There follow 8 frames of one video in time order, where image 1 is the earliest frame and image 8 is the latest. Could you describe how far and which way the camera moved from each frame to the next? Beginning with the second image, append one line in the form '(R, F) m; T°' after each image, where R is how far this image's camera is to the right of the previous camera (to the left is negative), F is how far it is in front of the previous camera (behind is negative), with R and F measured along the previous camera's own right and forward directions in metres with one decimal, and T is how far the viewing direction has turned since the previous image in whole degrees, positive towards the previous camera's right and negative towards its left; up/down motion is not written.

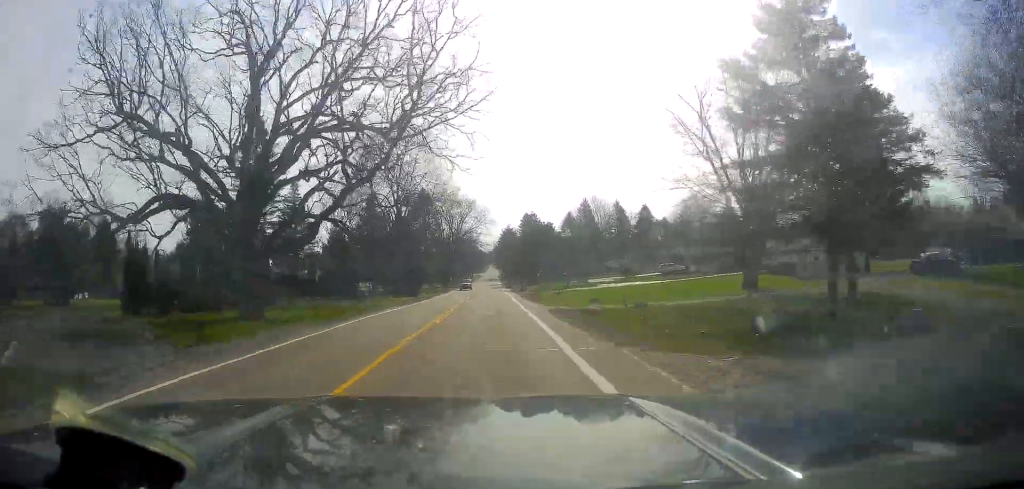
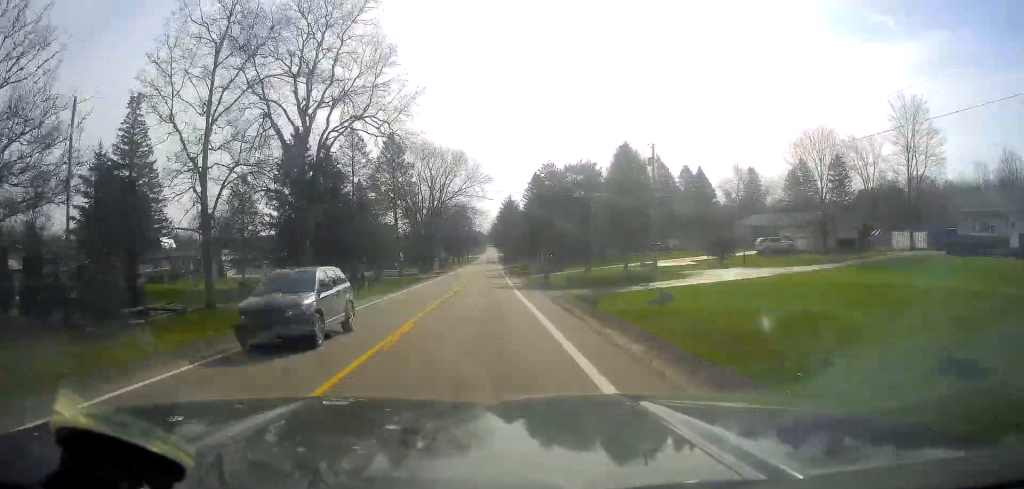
(0.0, +37.3) m; 0°
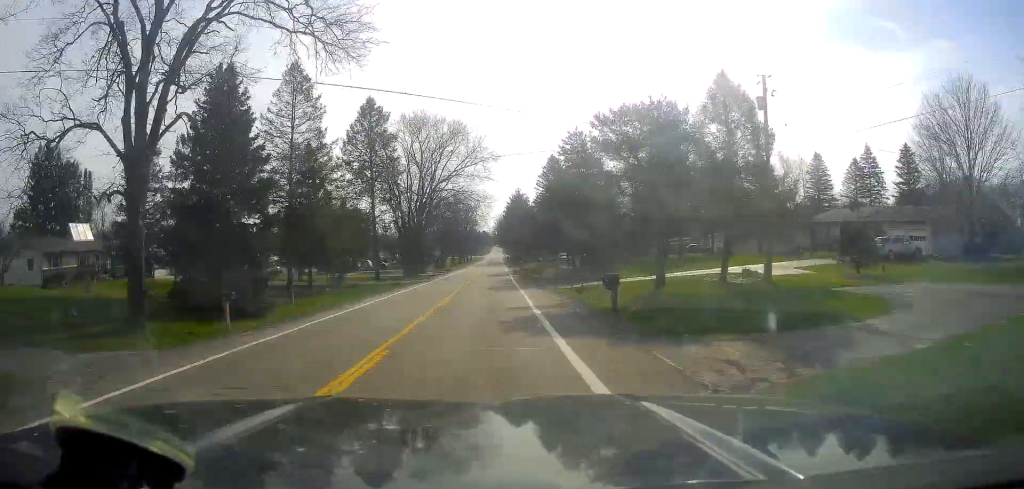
(0.0, +19.8) m; +1°
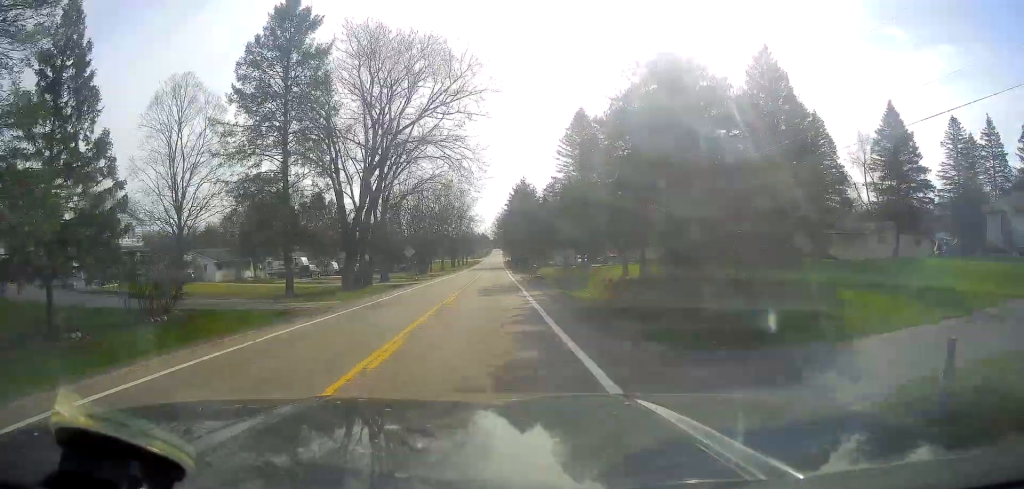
(+0.3, +28.7) m; 0°
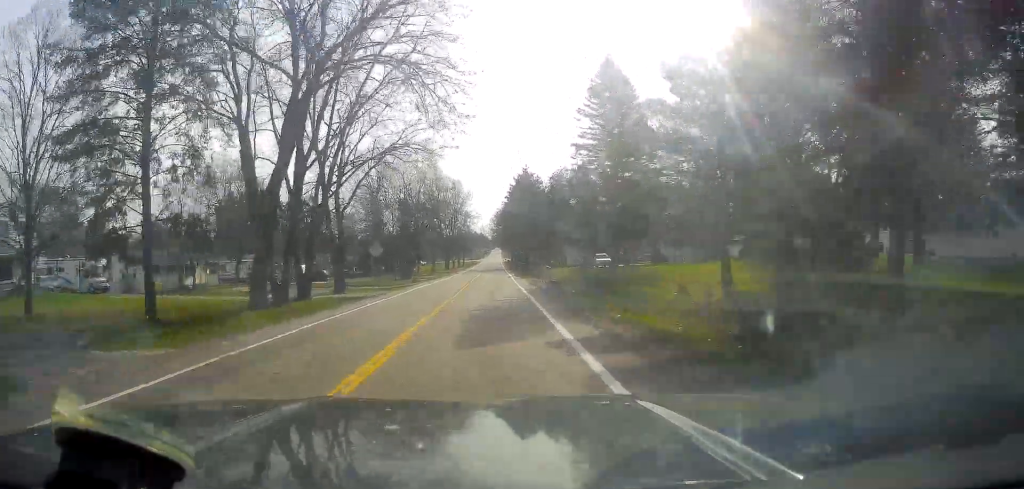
(0.0, +16.9) m; 0°
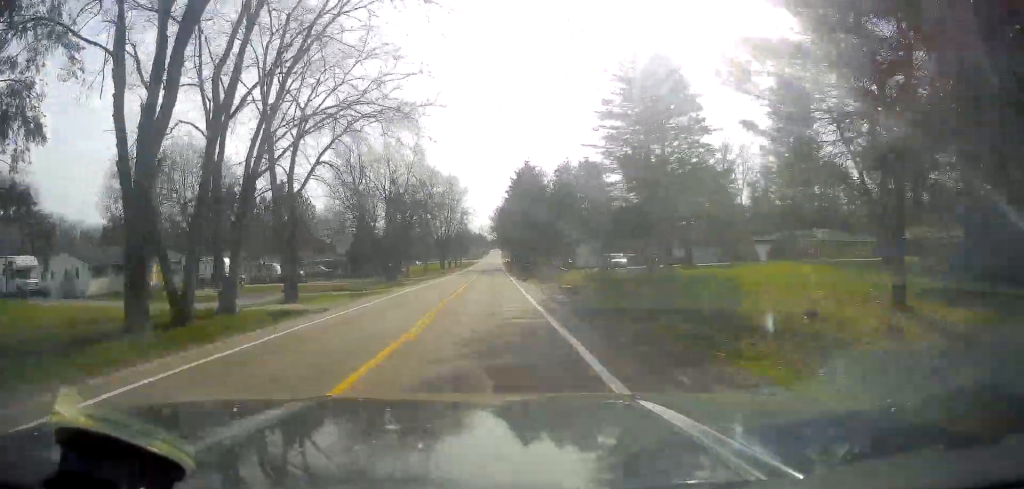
(-0.1, +10.0) m; 0°
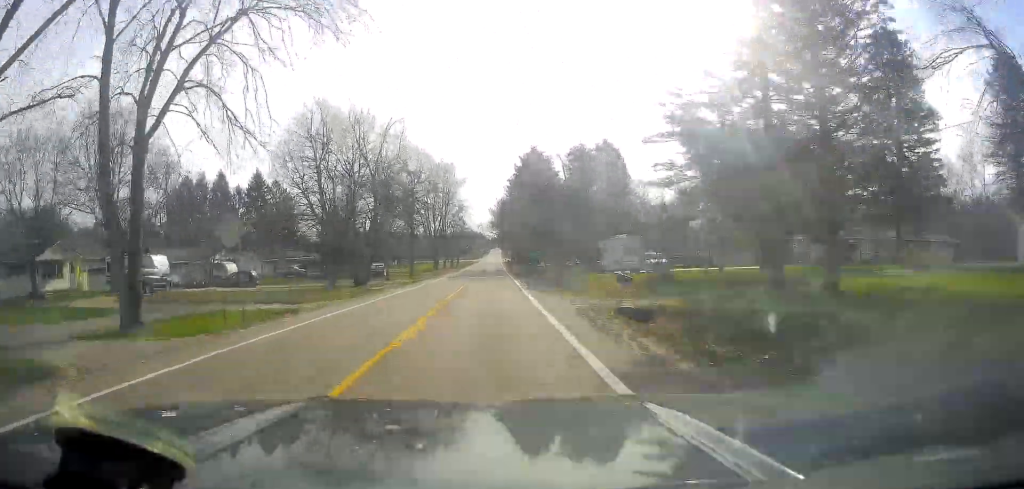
(0.0, +15.4) m; 0°
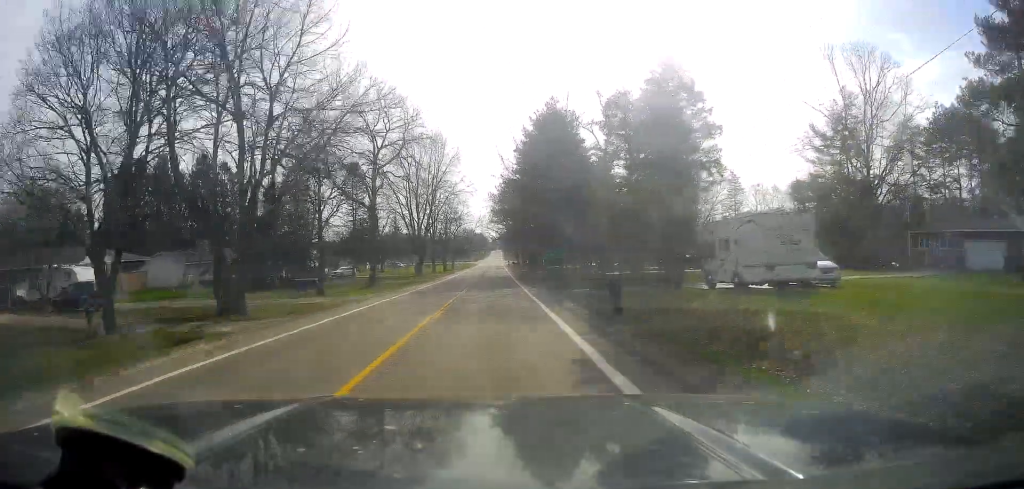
(0.0, +26.1) m; 0°
